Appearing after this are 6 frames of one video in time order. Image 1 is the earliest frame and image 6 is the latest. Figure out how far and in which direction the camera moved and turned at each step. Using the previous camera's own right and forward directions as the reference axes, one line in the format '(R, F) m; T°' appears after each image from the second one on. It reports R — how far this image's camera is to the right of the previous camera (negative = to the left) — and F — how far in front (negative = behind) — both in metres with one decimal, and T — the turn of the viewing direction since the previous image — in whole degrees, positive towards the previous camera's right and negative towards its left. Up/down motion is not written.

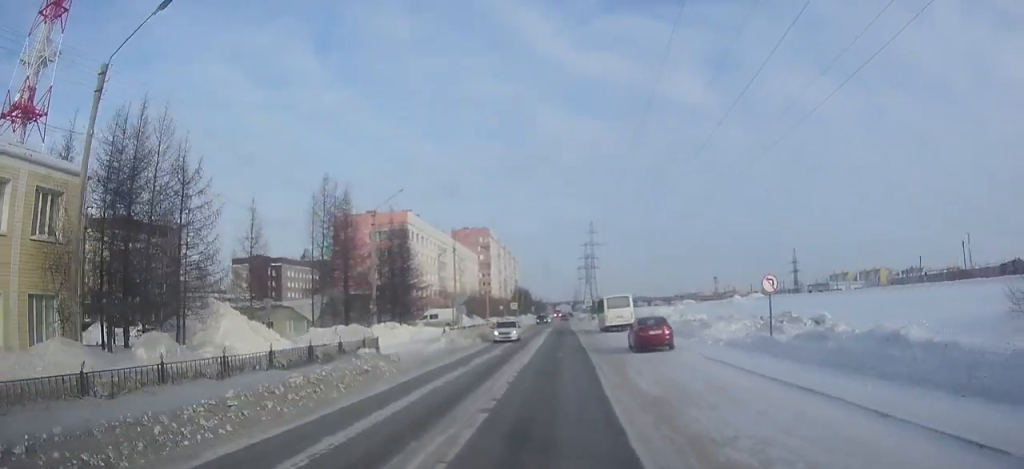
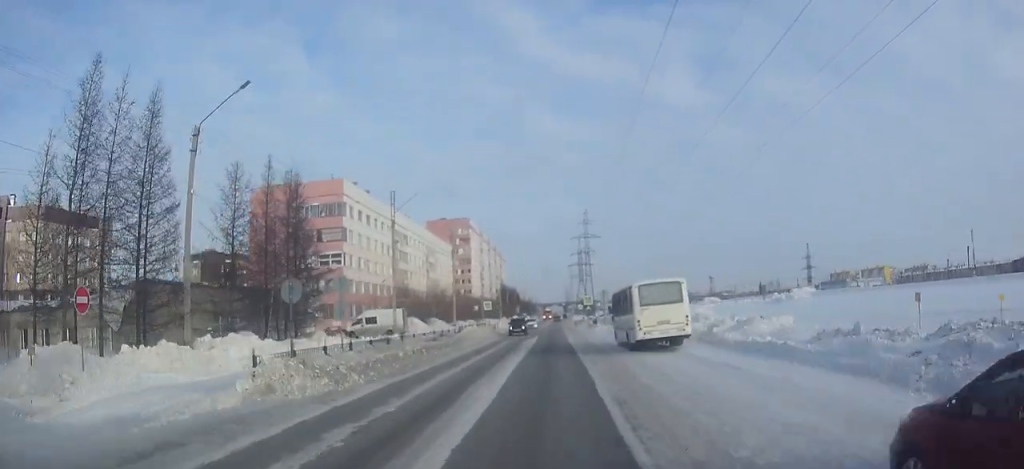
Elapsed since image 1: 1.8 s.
(0.0, +23.9) m; 0°
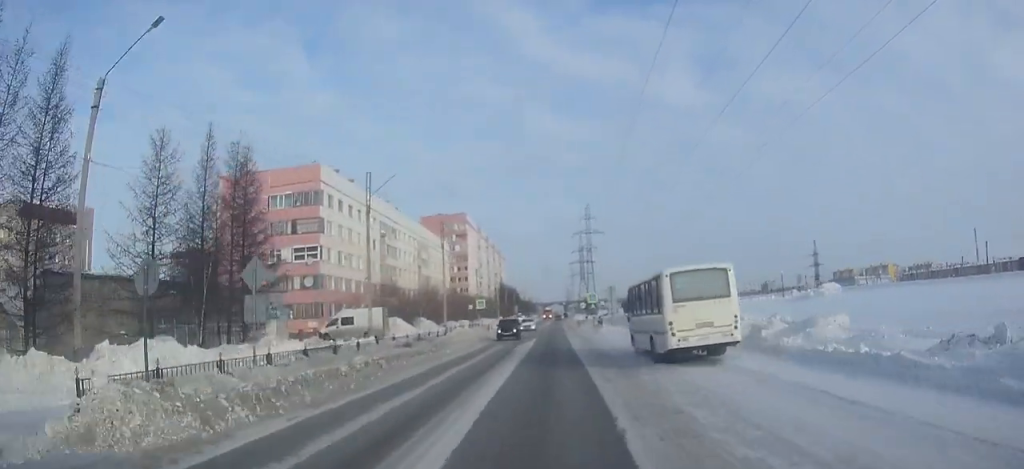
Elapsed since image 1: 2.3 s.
(0.0, +6.8) m; 0°
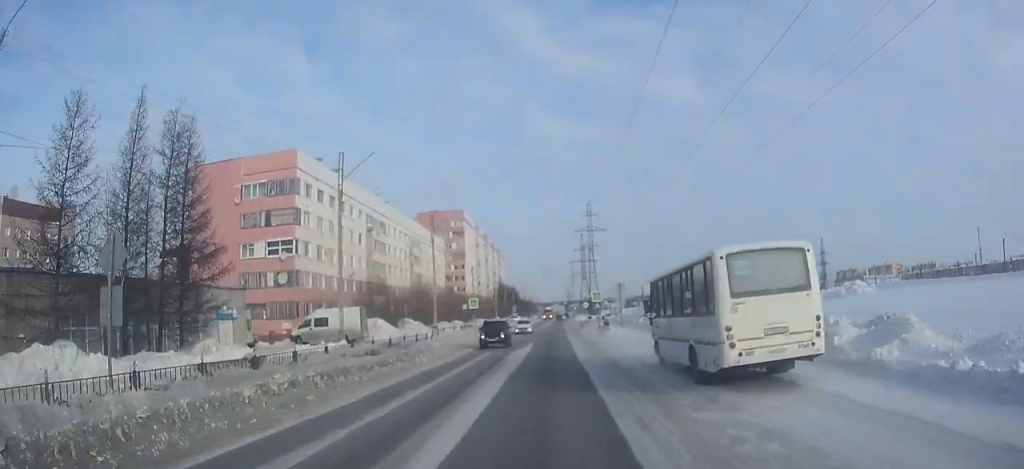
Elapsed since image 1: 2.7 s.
(0.0, +5.9) m; 0°
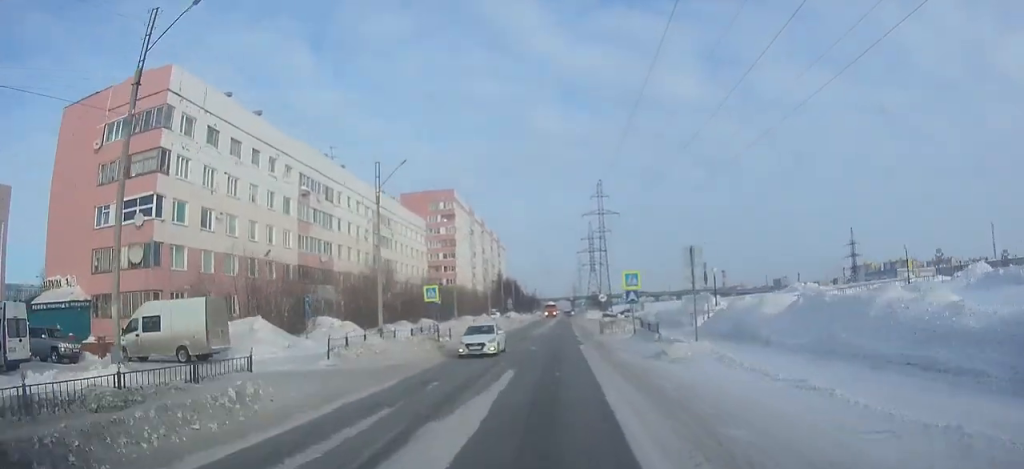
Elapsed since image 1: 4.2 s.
(0.0, +21.1) m; 0°
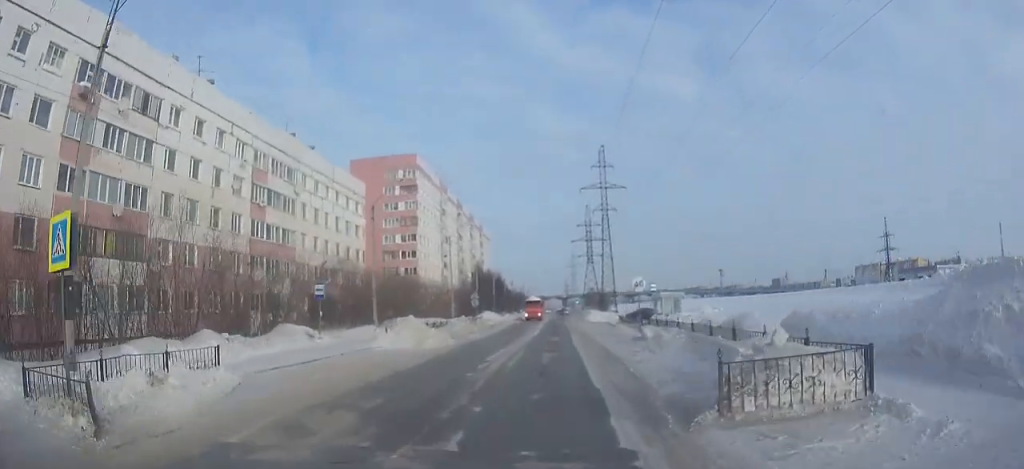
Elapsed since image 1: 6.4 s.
(+0.1, +29.3) m; 0°
